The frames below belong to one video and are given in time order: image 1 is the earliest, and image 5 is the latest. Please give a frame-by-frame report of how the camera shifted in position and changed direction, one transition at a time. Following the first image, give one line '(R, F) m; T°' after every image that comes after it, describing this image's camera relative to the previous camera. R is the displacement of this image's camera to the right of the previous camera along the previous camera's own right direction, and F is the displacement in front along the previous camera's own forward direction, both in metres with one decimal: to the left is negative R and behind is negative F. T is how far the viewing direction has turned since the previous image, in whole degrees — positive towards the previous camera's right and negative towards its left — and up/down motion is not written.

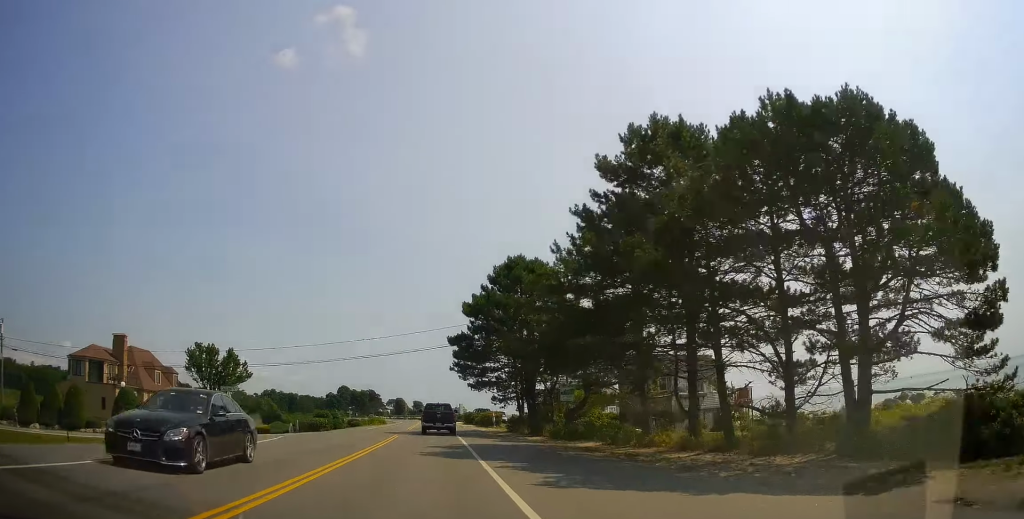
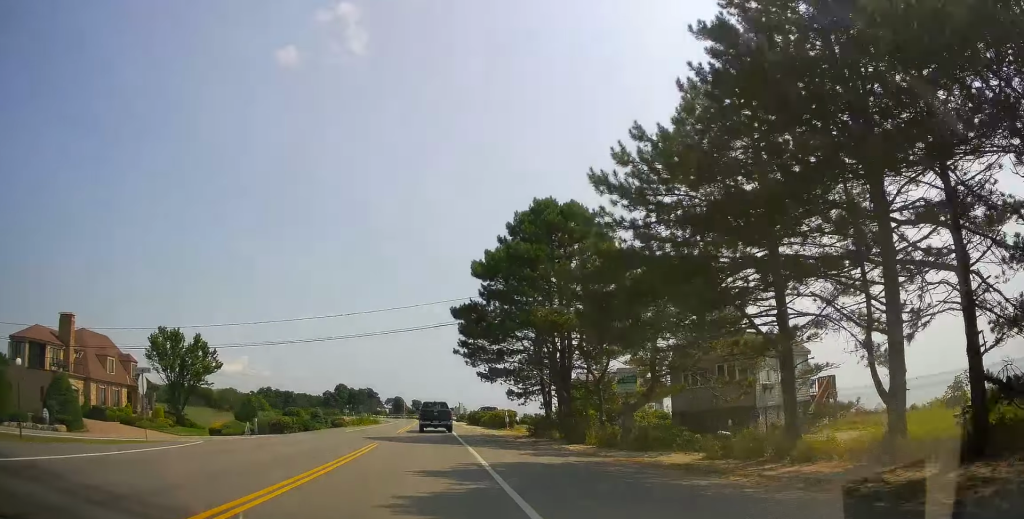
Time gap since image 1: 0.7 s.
(+0.1, +10.6) m; 0°
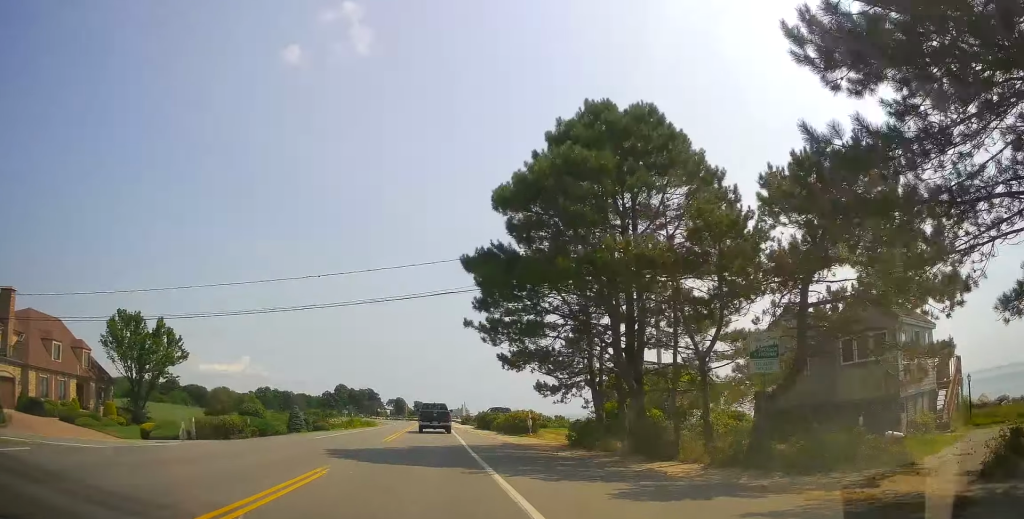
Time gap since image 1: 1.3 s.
(+0.3, +9.8) m; -1°
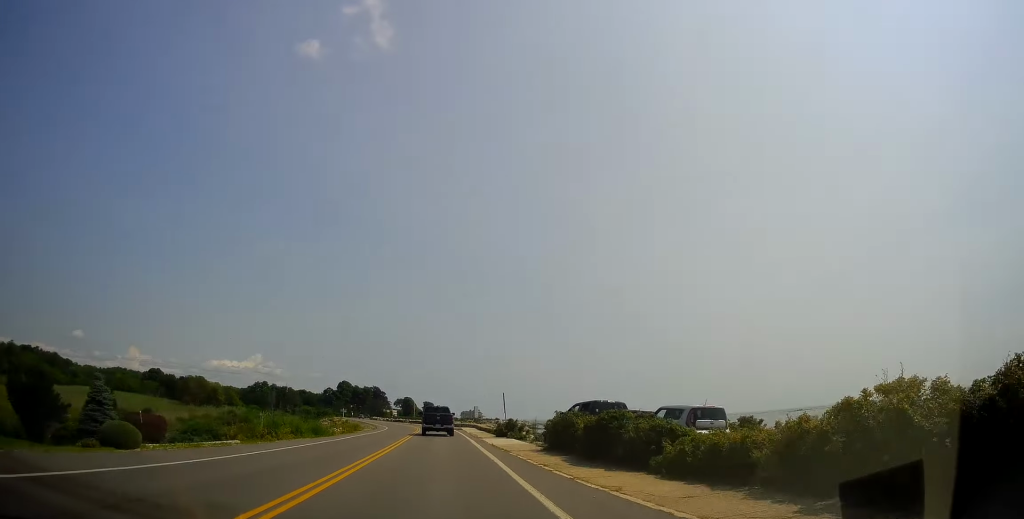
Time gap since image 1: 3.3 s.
(-0.8, +31.2) m; -1°
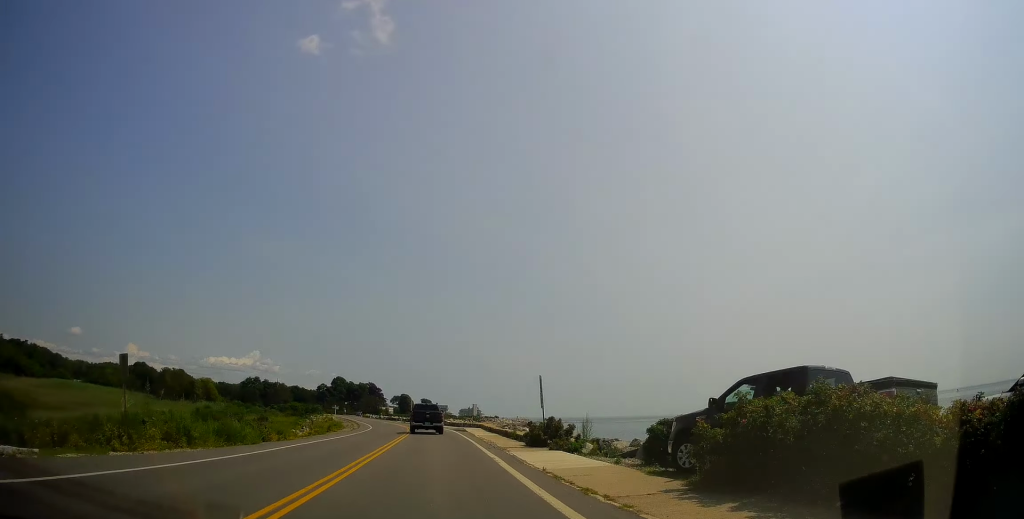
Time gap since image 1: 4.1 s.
(-0.3, +13.6) m; 0°
